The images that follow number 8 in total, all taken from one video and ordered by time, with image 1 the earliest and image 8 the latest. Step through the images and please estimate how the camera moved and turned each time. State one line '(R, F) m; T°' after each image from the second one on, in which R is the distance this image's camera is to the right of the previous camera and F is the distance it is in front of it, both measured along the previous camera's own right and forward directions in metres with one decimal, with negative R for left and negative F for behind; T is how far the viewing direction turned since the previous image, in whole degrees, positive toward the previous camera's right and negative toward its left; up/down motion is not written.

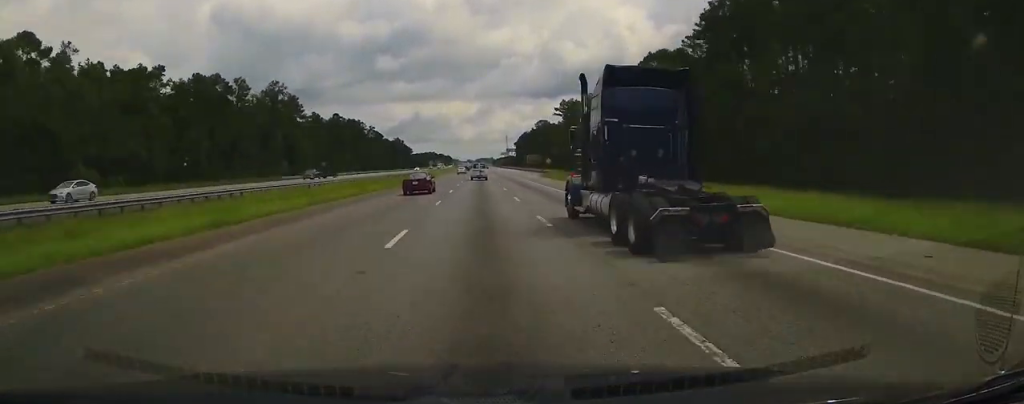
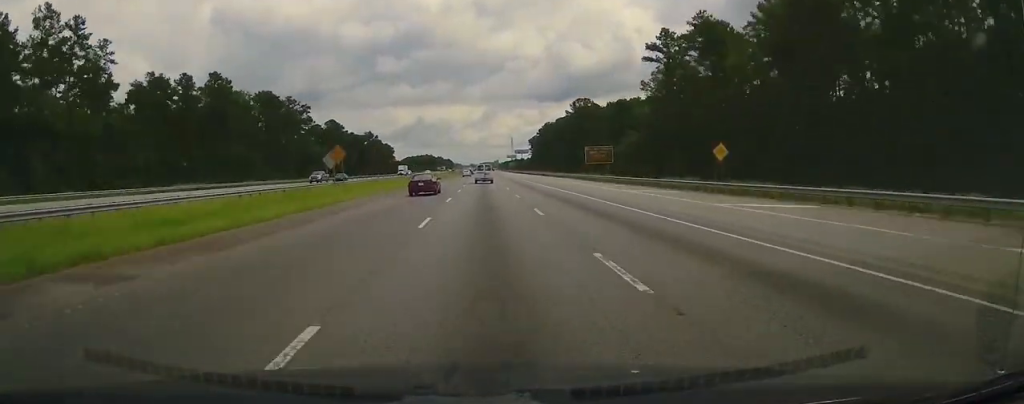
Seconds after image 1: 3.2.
(-0.1, +118.6) m; 0°
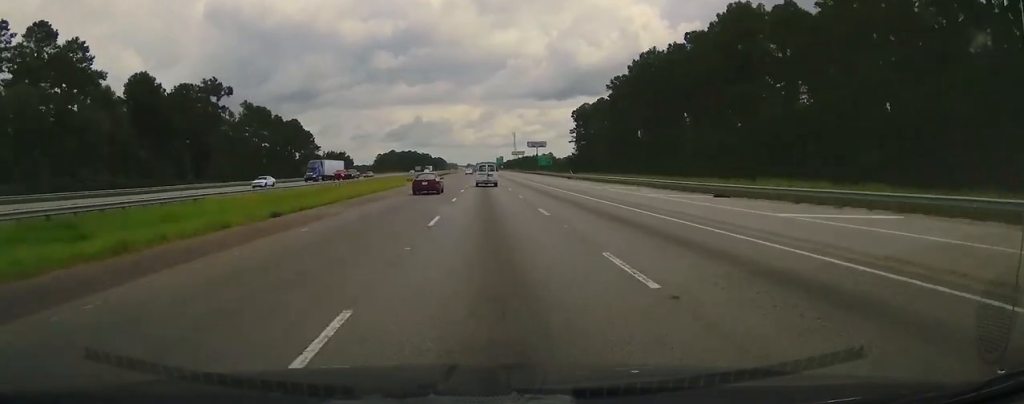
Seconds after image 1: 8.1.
(0.0, +182.2) m; 0°
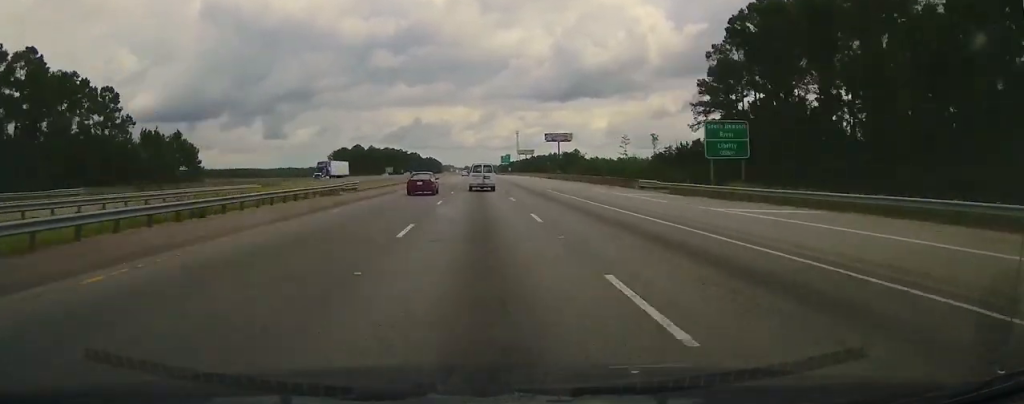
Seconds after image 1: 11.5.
(-0.1, +123.0) m; 0°
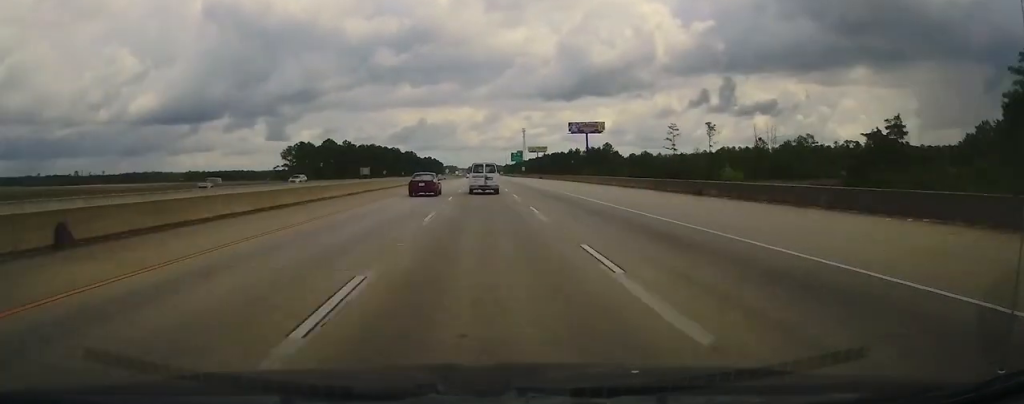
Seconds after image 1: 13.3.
(0.0, +69.1) m; 0°
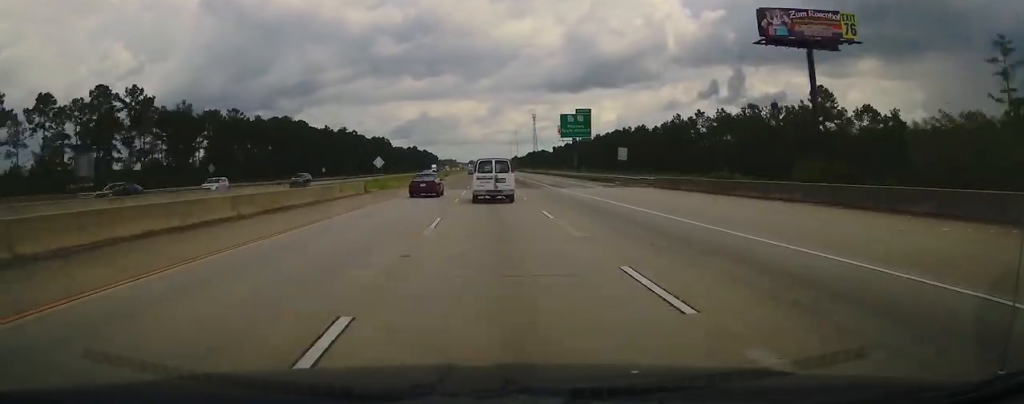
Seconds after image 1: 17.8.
(-0.6, +161.9) m; 0°
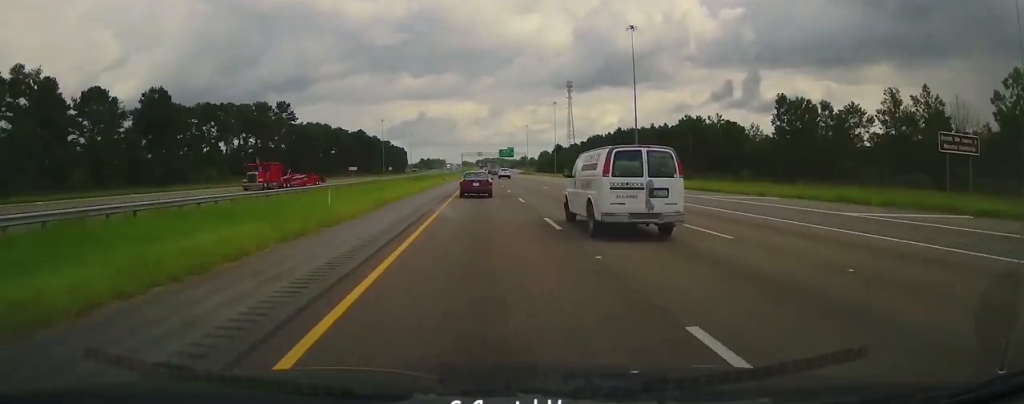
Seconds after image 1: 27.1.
(+2.1, +340.2) m; +1°
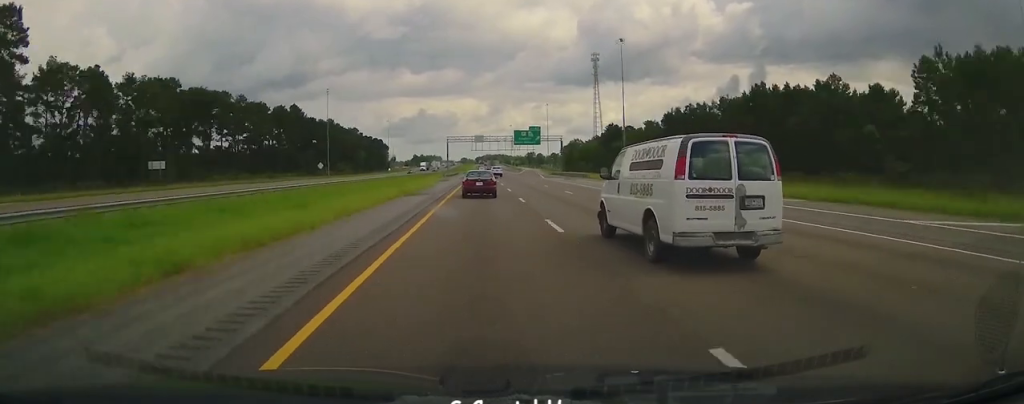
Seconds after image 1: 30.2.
(-0.2, +110.4) m; 0°
